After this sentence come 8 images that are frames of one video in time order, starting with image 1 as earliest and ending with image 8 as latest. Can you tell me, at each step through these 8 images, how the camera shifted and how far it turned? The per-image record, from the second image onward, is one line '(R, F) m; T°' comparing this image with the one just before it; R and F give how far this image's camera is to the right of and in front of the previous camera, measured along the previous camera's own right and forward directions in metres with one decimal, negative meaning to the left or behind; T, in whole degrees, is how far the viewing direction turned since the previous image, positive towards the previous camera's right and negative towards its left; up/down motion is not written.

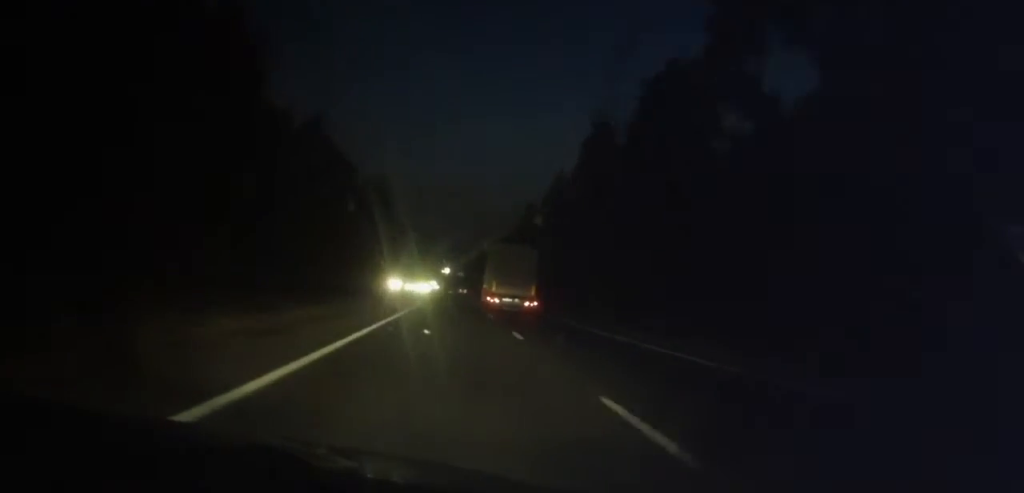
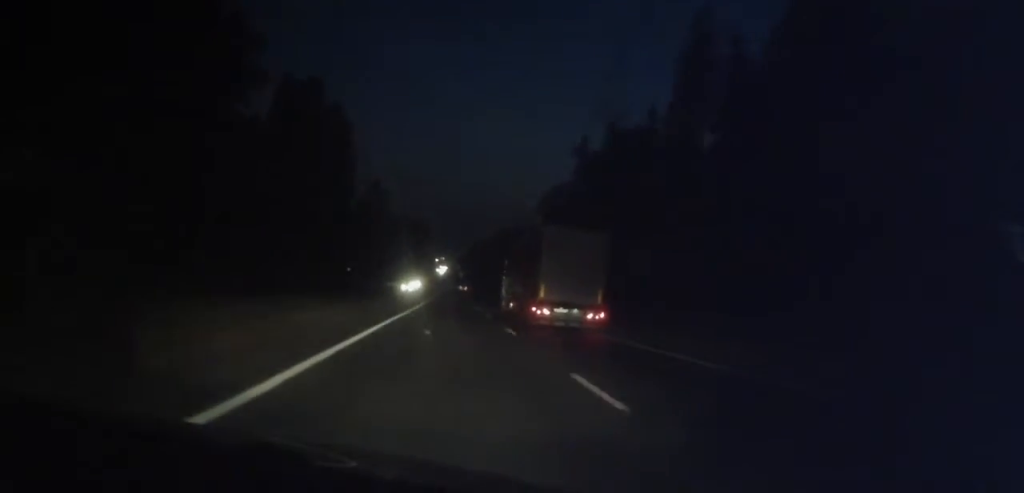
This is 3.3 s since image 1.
(+0.2, +104.8) m; 0°
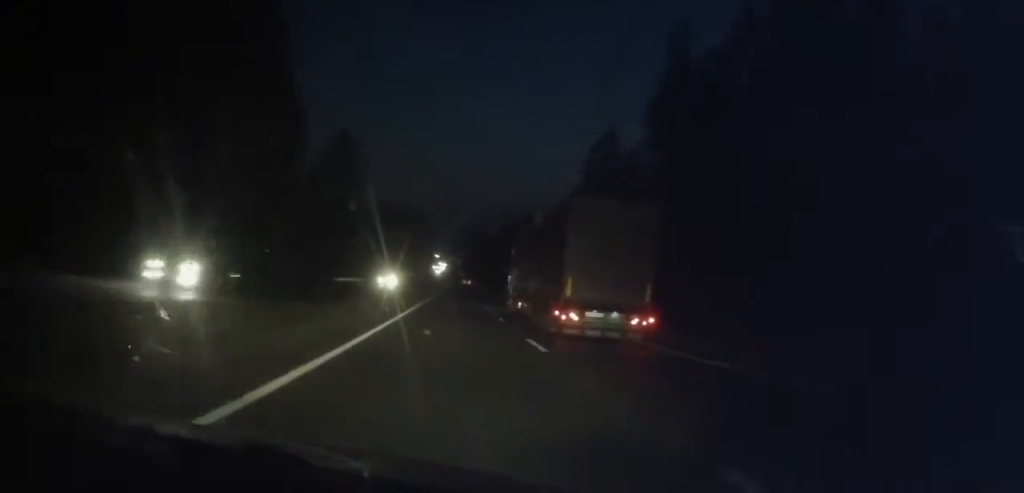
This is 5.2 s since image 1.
(-0.2, +27.1) m; 0°
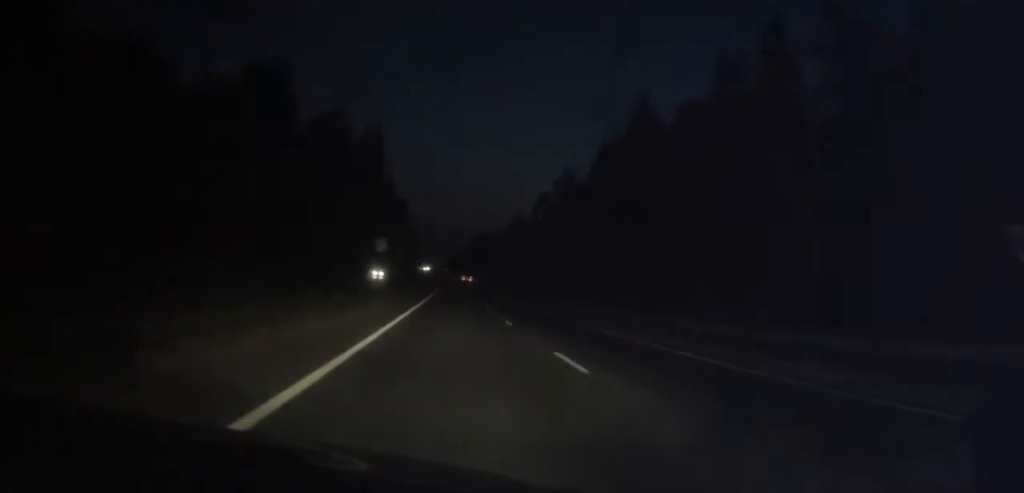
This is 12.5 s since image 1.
(+0.6, +205.2) m; +1°
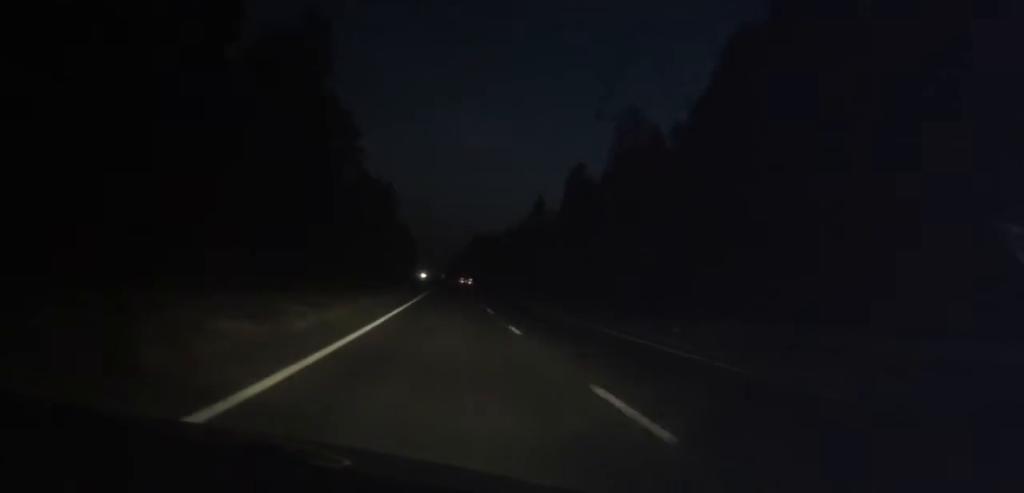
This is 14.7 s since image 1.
(+0.4, +67.2) m; 0°
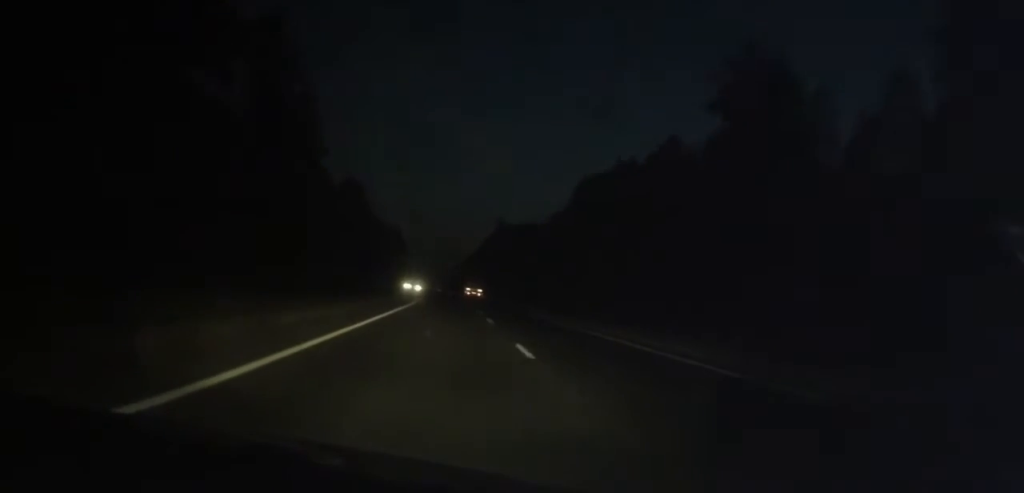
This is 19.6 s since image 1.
(-0.2, +154.6) m; -1°
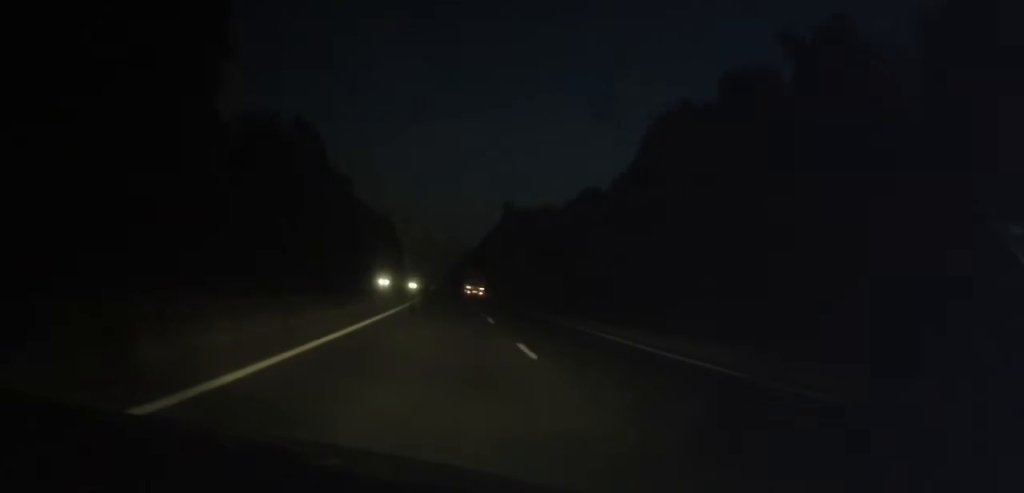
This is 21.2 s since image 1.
(-0.4, +51.0) m; 0°
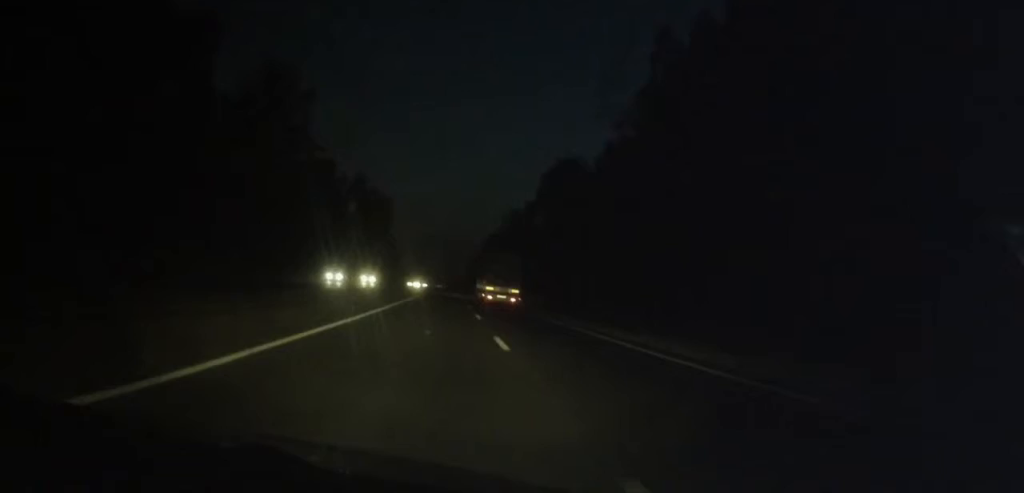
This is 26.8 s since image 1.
(-0.8, +158.0) m; -1°
